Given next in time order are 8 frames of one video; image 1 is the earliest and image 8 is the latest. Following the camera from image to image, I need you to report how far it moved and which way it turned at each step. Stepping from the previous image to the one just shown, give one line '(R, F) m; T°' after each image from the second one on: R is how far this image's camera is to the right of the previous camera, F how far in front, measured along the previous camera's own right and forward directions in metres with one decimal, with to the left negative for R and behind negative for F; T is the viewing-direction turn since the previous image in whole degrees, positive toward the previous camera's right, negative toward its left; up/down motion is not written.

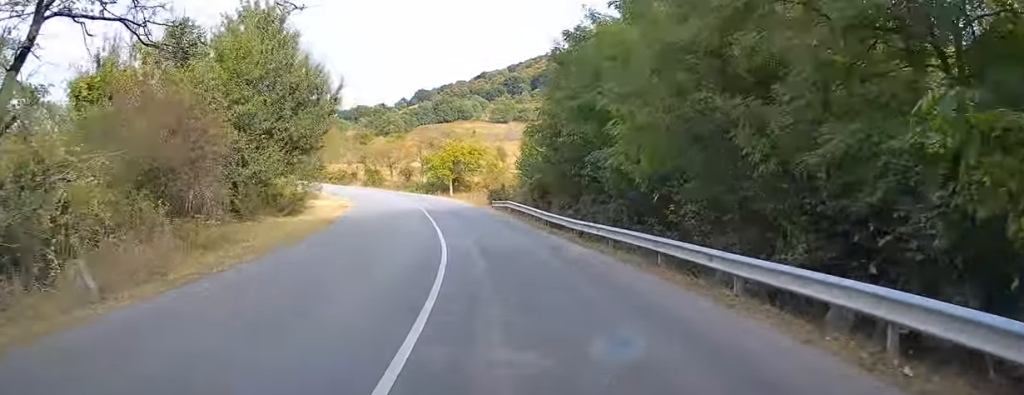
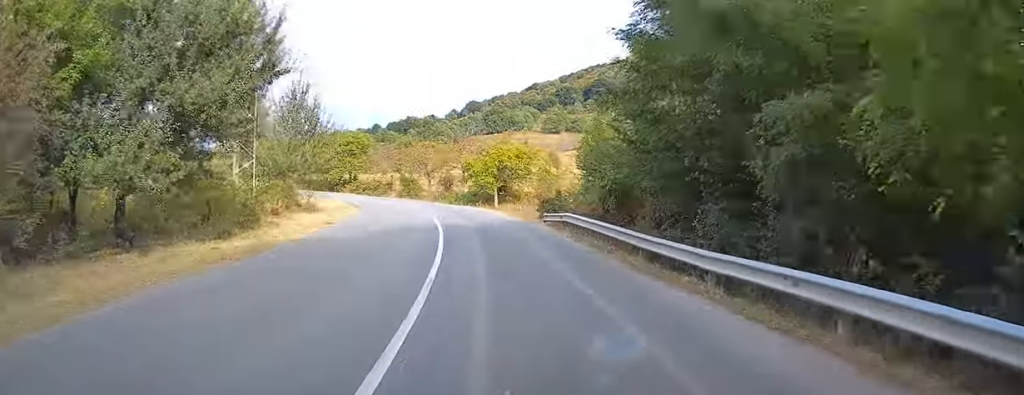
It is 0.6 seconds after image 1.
(-0.5, +10.9) m; -4°
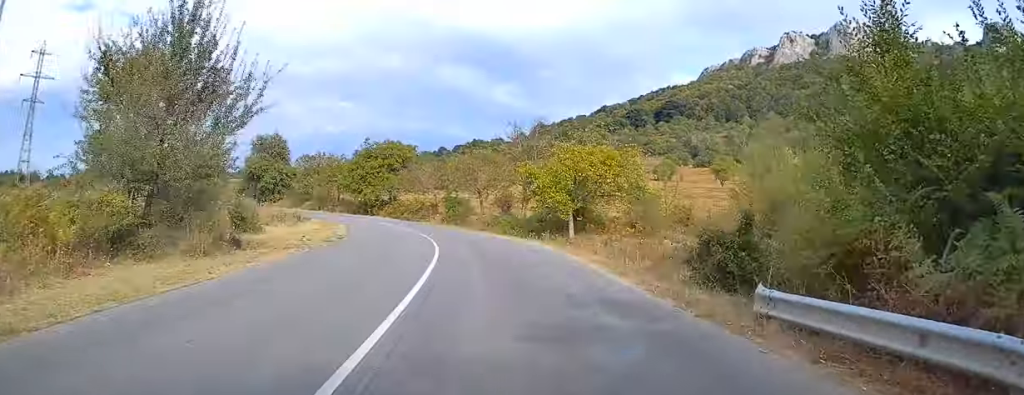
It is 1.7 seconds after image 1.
(-1.0, +18.5) m; -7°
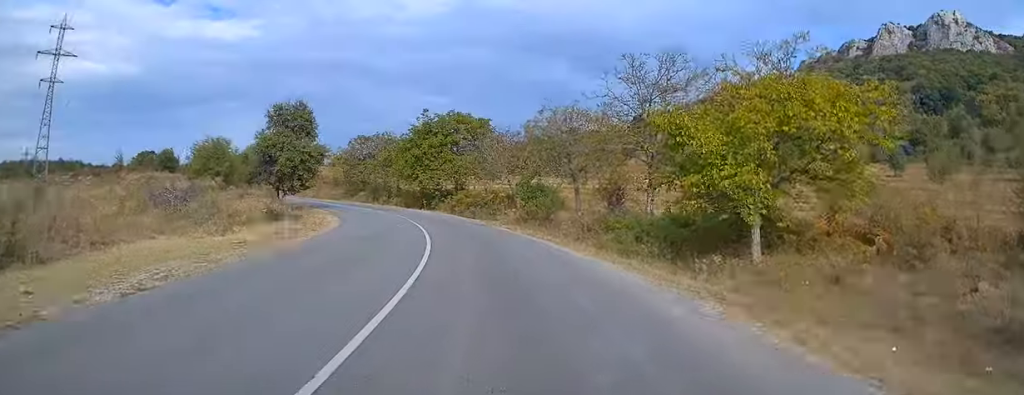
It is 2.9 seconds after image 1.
(-1.2, +20.5) m; -7°
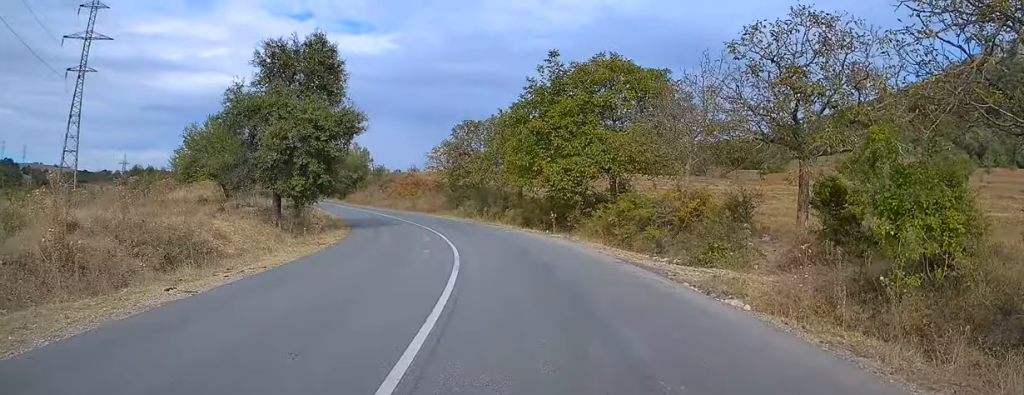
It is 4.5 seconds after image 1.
(-2.7, +28.4) m; -11°
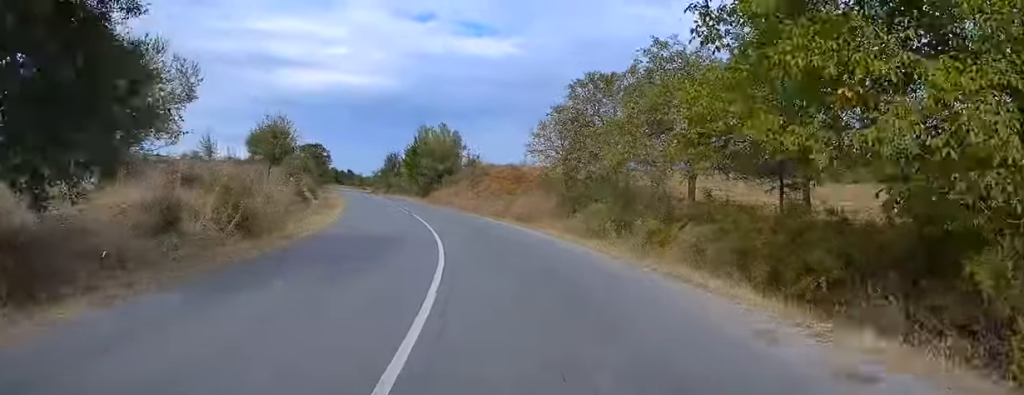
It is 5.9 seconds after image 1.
(-2.4, +25.3) m; -11°
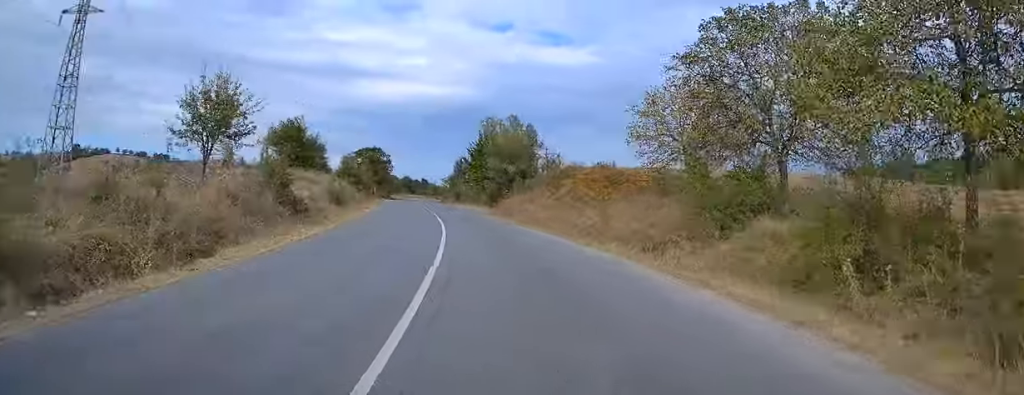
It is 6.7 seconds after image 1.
(-0.8, +15.3) m; -6°
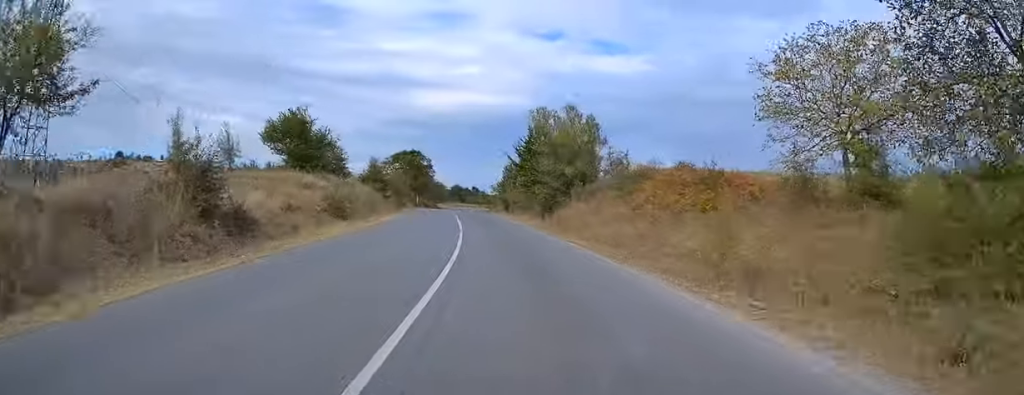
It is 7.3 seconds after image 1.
(-0.4, +11.7) m; -4°
